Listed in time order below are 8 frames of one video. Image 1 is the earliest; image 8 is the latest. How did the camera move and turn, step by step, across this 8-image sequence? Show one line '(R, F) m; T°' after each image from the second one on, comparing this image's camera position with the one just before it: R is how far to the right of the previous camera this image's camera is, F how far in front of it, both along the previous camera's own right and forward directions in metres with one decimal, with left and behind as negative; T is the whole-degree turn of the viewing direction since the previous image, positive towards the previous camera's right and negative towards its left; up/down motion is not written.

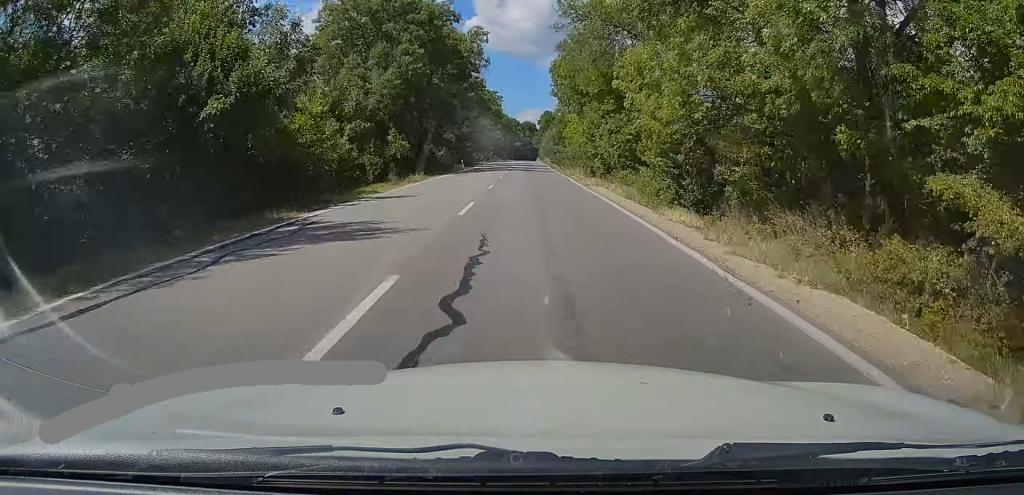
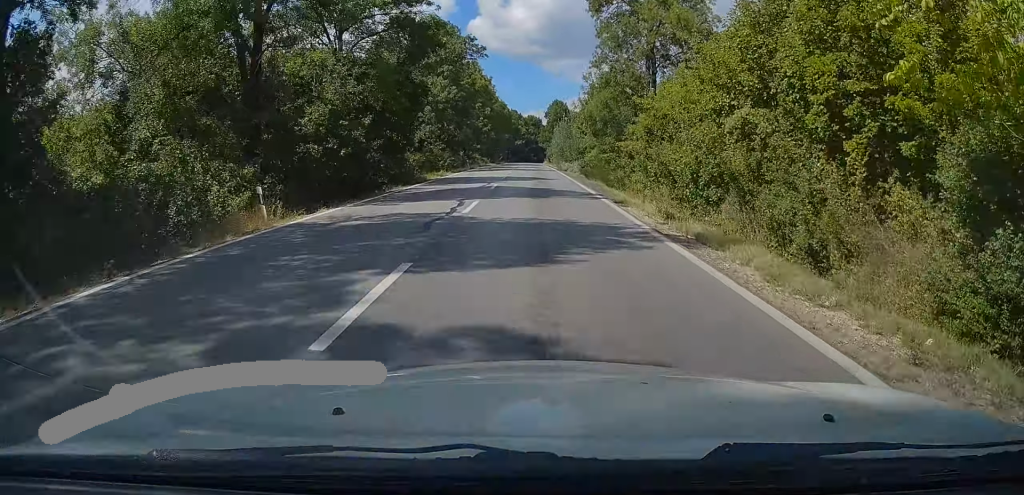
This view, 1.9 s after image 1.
(0.0, +45.2) m; 0°
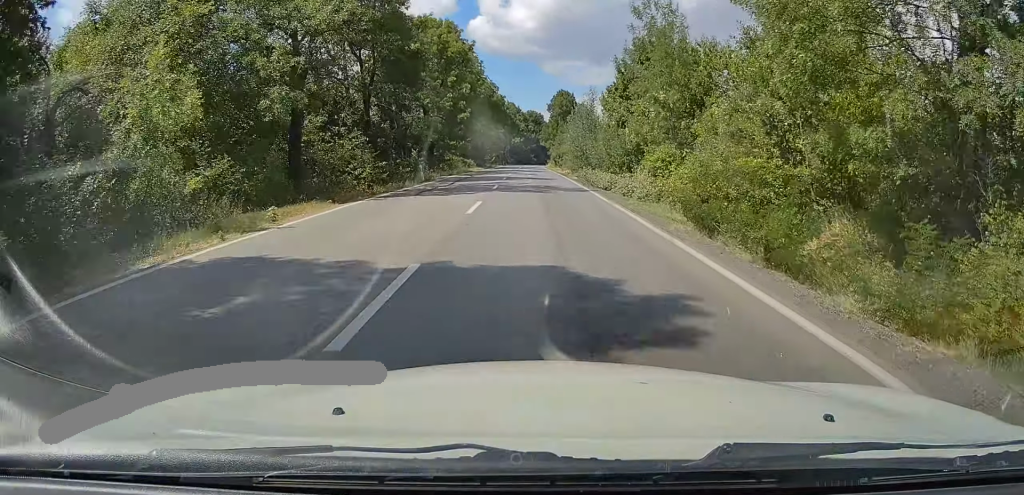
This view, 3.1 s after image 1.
(+0.1, +27.3) m; 0°
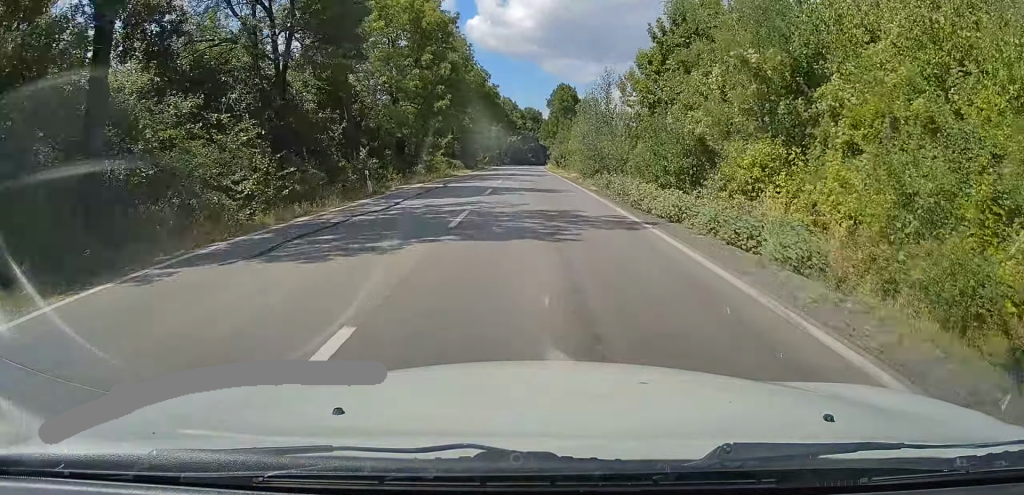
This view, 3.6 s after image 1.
(-0.1, +11.6) m; 0°
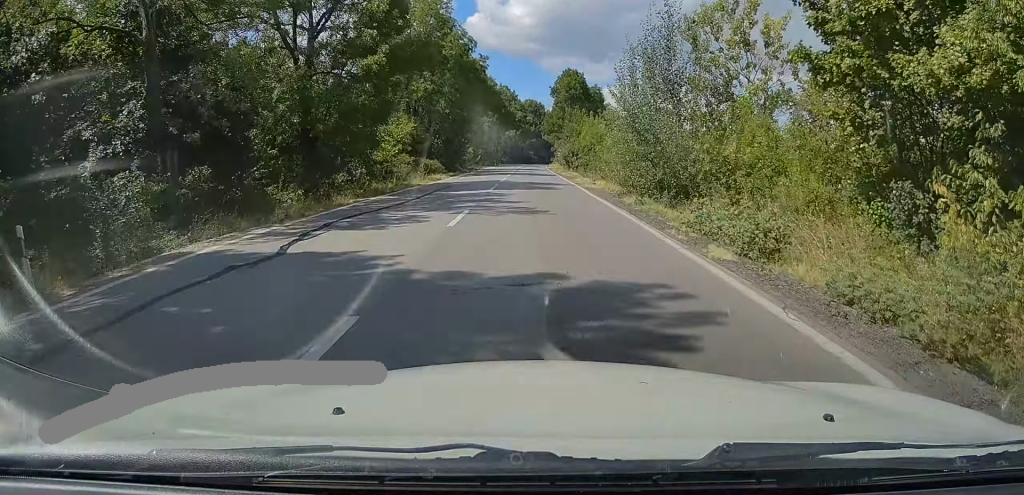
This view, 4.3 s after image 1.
(0.0, +17.7) m; 0°
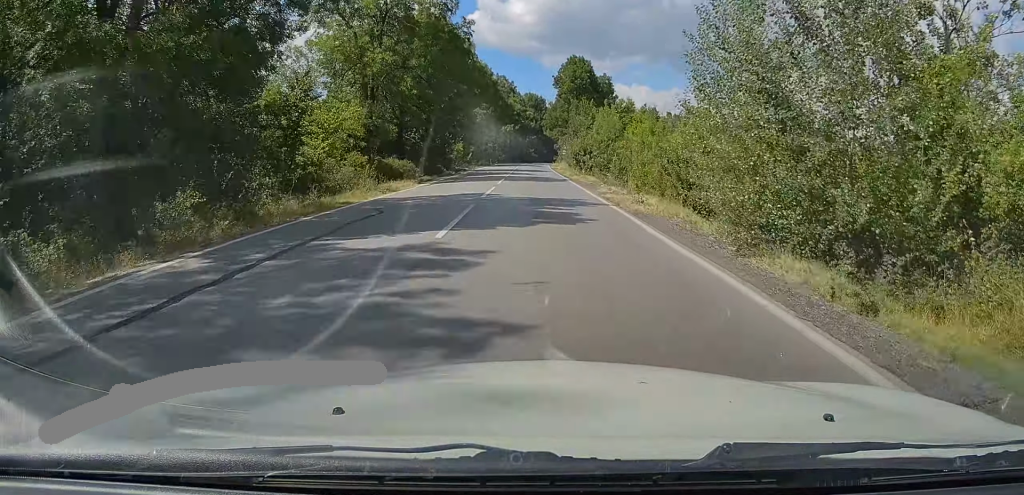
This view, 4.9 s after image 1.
(0.0, +12.3) m; 0°
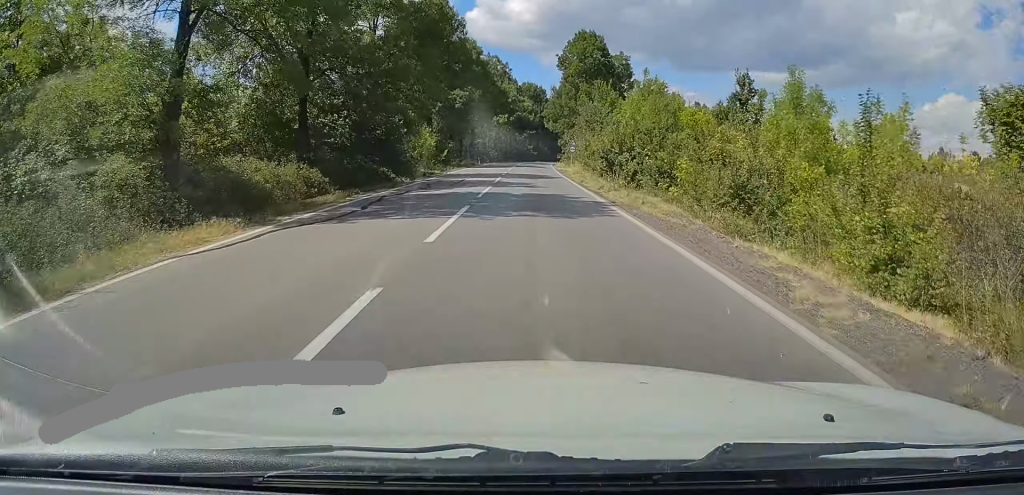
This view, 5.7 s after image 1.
(0.0, +18.5) m; +1°
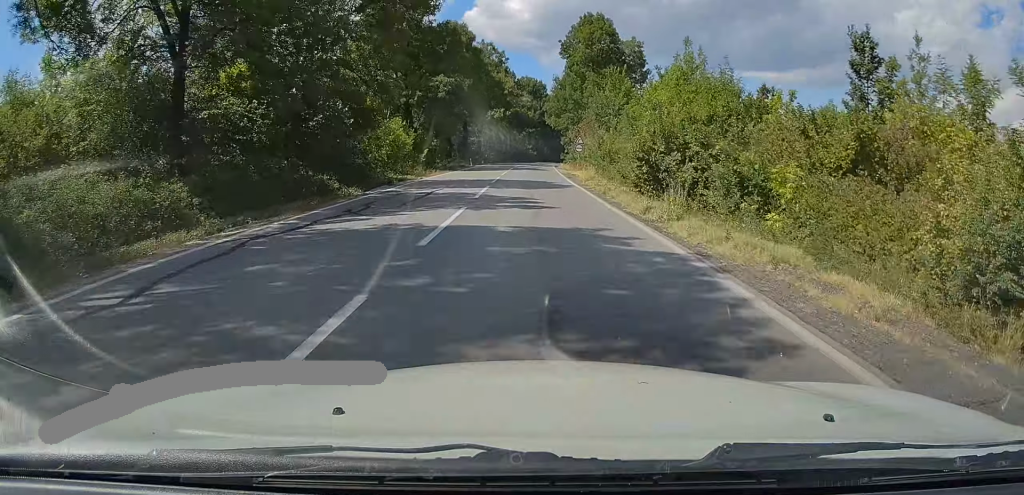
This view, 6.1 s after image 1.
(+0.1, +9.3) m; 0°
